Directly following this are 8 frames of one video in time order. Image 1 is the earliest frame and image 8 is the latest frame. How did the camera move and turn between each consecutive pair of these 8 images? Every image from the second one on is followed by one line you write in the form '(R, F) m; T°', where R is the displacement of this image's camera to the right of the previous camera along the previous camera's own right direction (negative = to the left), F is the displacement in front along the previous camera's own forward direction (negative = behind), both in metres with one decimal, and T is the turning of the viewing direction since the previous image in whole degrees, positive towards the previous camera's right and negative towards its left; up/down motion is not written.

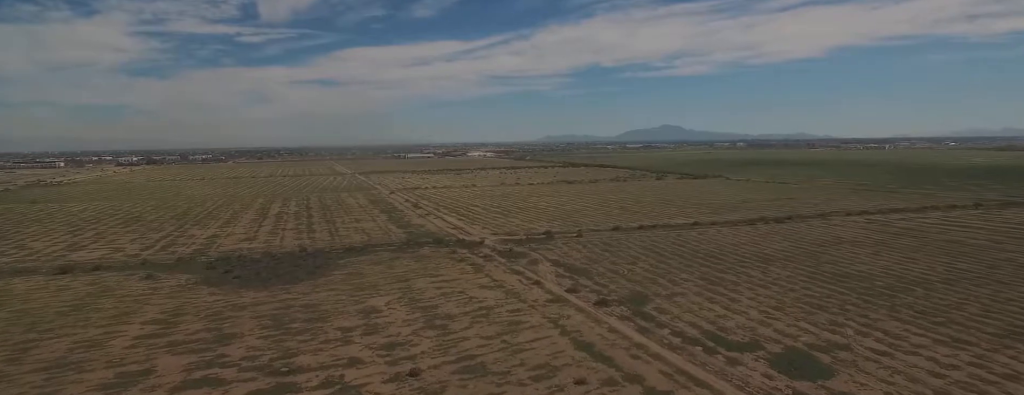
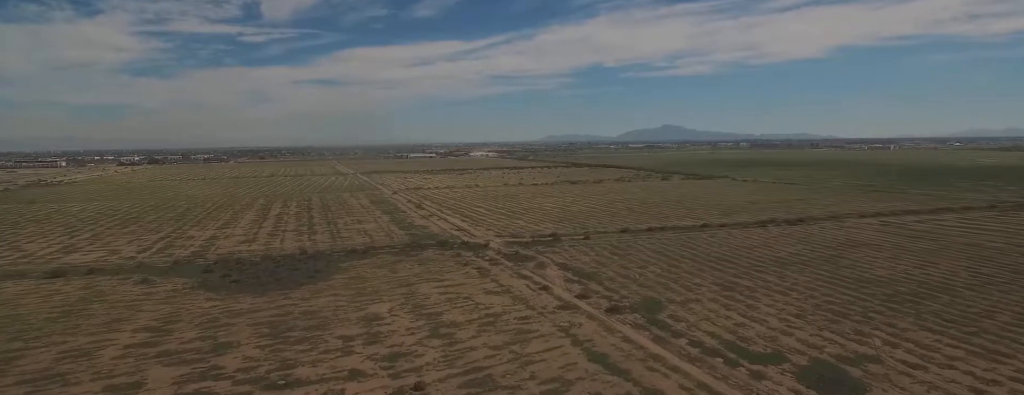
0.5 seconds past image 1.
(0.0, +8.1) m; 0°
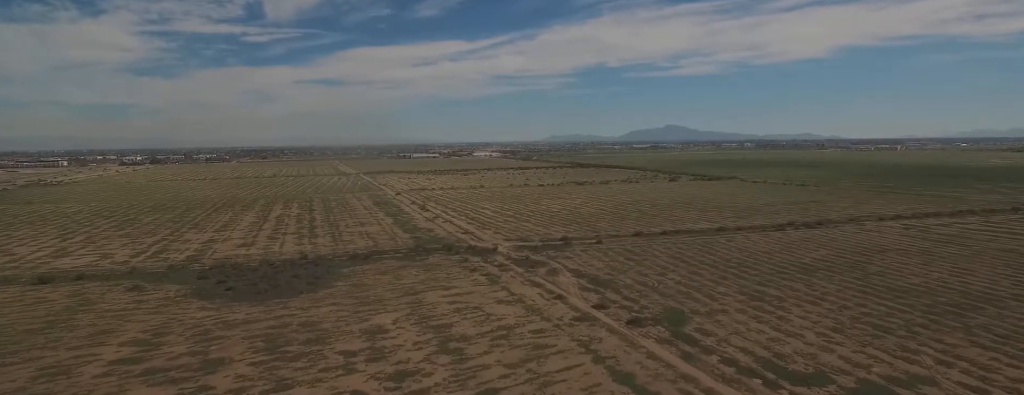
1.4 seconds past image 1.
(+0.1, +12.8) m; +1°
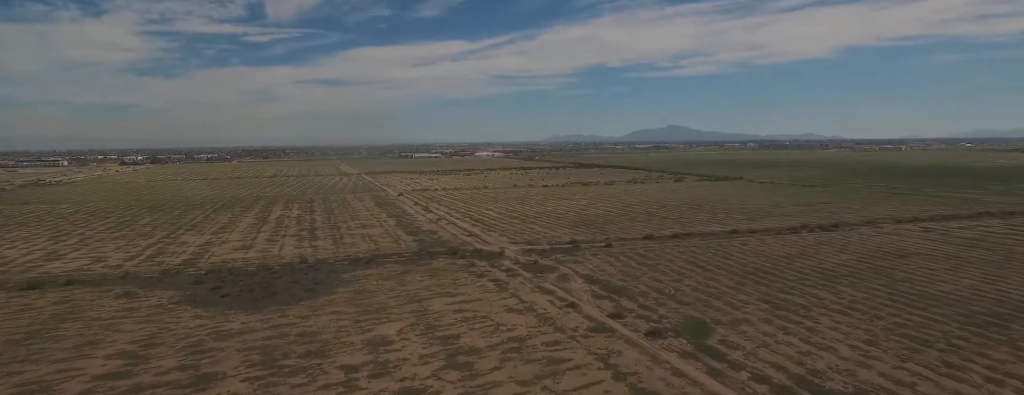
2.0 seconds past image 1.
(0.0, +10.3) m; +1°
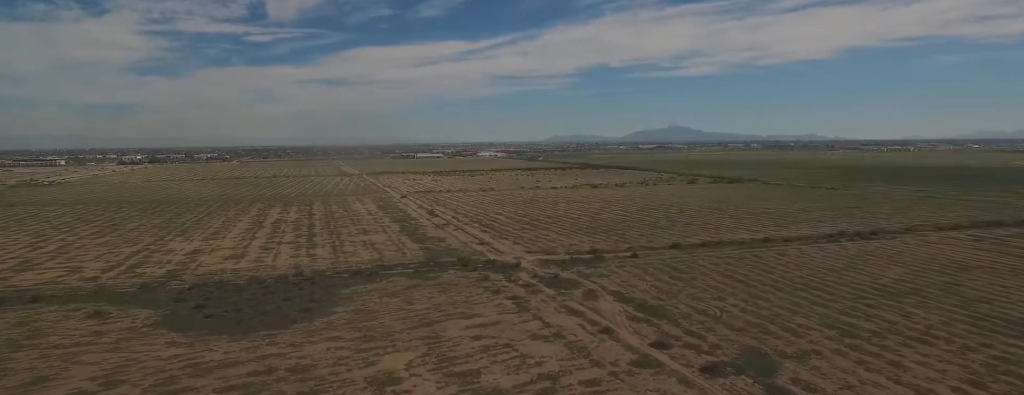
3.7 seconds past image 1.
(+0.3, +25.3) m; +1°
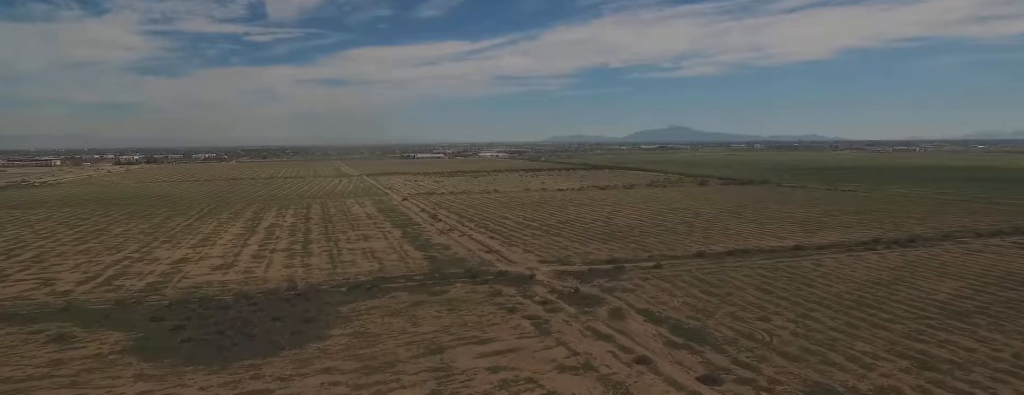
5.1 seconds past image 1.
(+0.1, +22.2) m; +1°
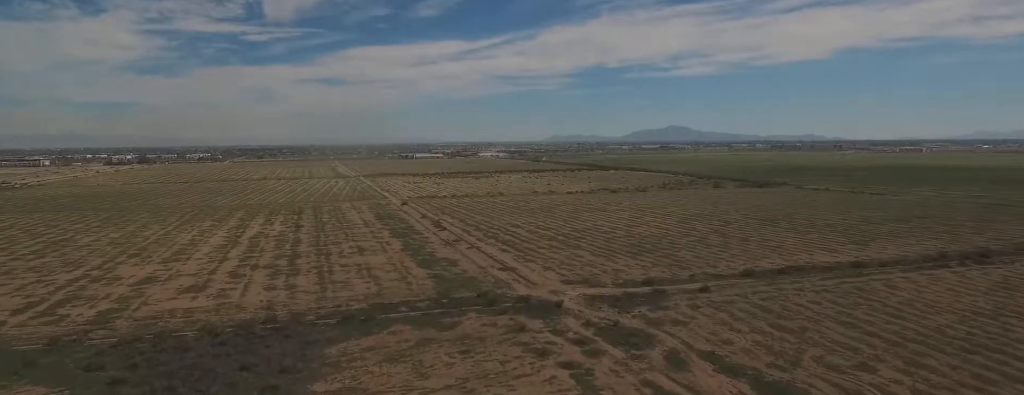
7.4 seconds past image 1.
(-0.1, +36.9) m; -3°
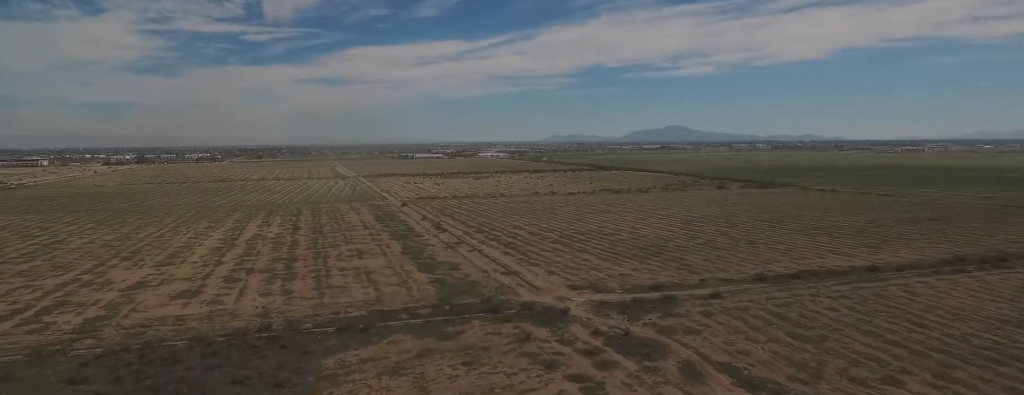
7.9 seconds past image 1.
(0.0, +7.3) m; -2°
